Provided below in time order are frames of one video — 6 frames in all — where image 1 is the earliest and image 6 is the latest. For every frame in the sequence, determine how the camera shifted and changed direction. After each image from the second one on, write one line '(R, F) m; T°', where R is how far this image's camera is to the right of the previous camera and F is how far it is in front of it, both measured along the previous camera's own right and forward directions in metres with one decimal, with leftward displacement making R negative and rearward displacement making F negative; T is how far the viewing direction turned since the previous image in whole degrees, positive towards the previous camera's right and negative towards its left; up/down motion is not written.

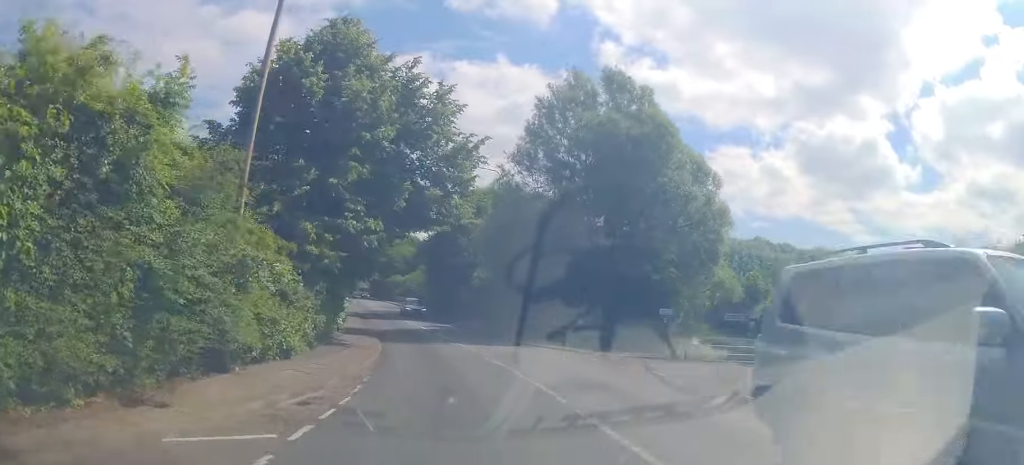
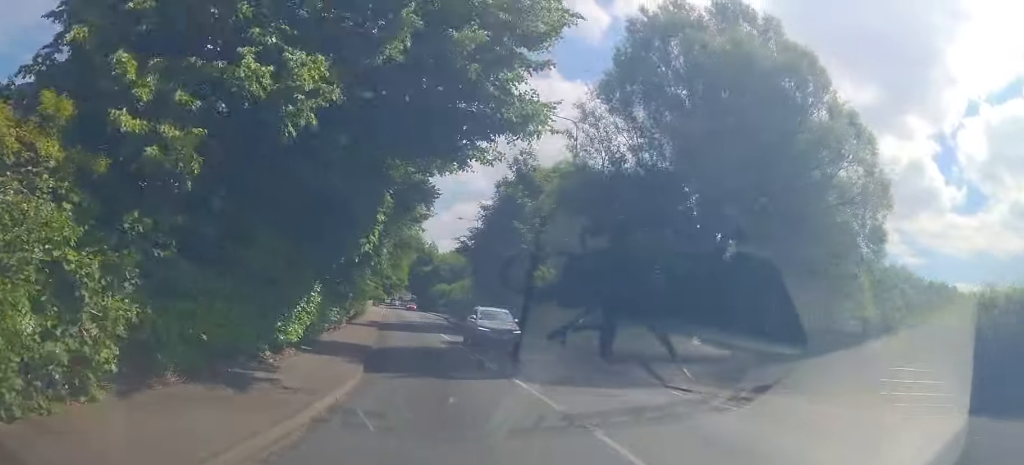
(-0.3, +12.6) m; -5°
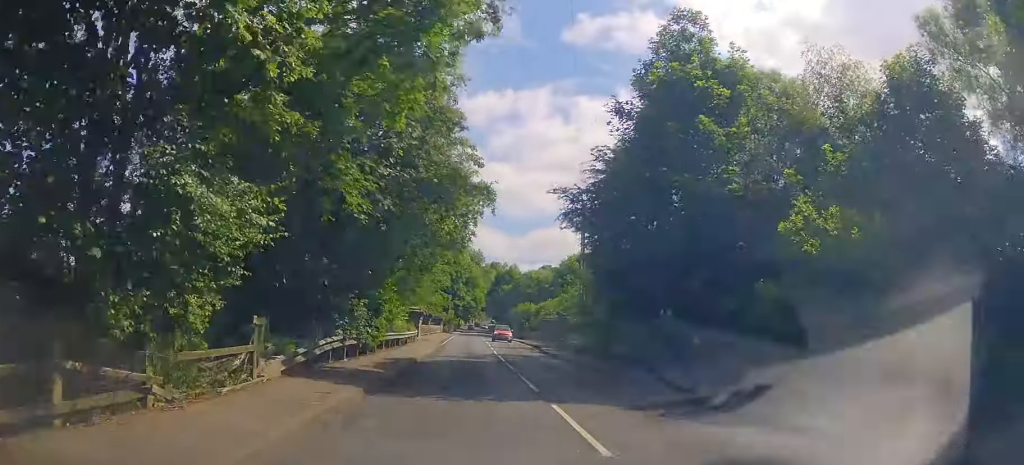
(-2.0, +21.1) m; -12°
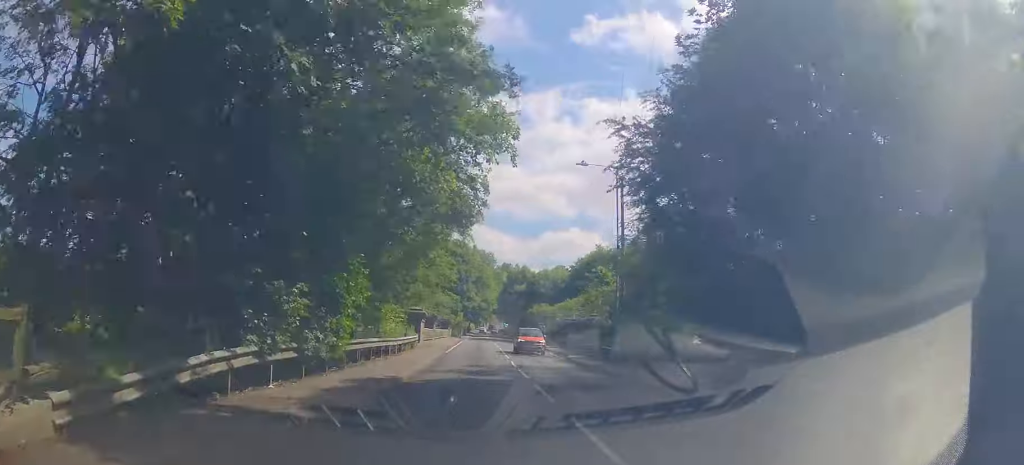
(-0.4, +7.3) m; -3°
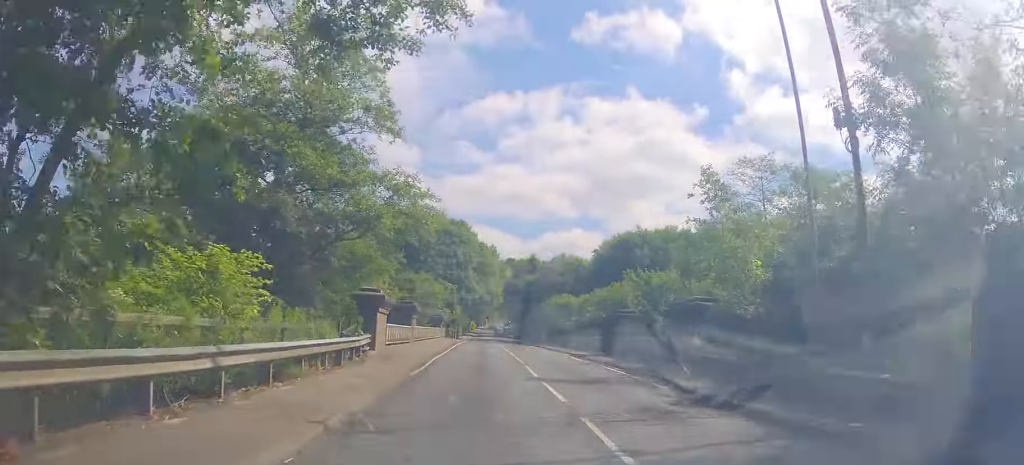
(-0.4, +18.5) m; -1°
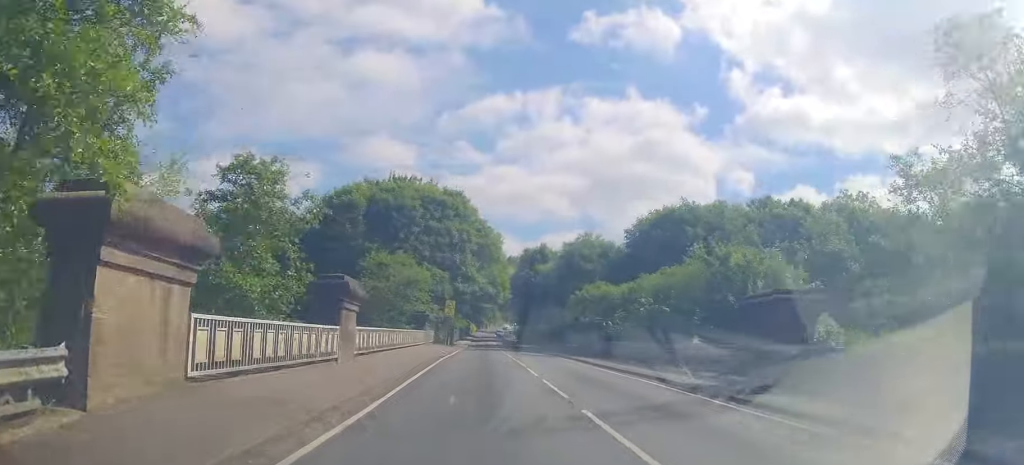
(0.0, +17.3) m; +2°
